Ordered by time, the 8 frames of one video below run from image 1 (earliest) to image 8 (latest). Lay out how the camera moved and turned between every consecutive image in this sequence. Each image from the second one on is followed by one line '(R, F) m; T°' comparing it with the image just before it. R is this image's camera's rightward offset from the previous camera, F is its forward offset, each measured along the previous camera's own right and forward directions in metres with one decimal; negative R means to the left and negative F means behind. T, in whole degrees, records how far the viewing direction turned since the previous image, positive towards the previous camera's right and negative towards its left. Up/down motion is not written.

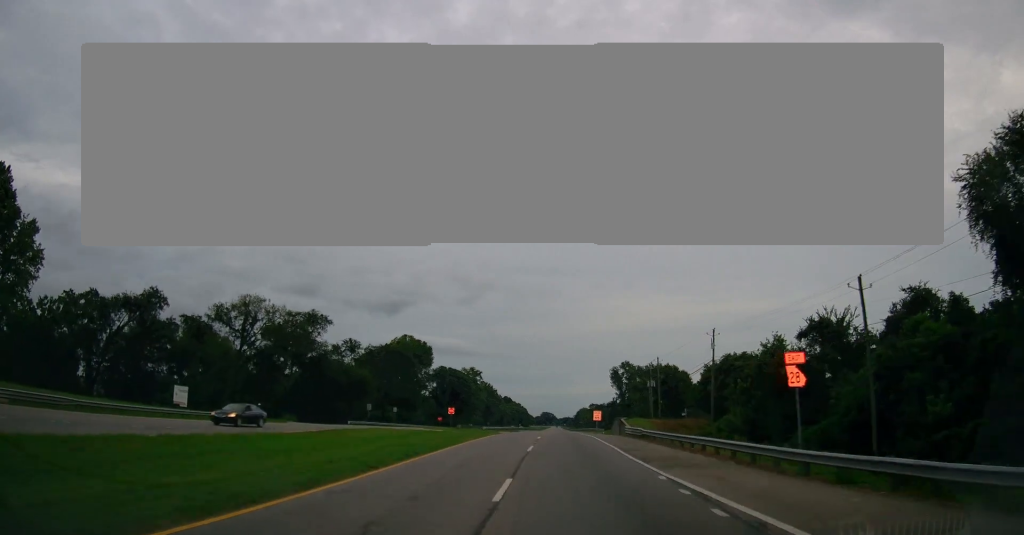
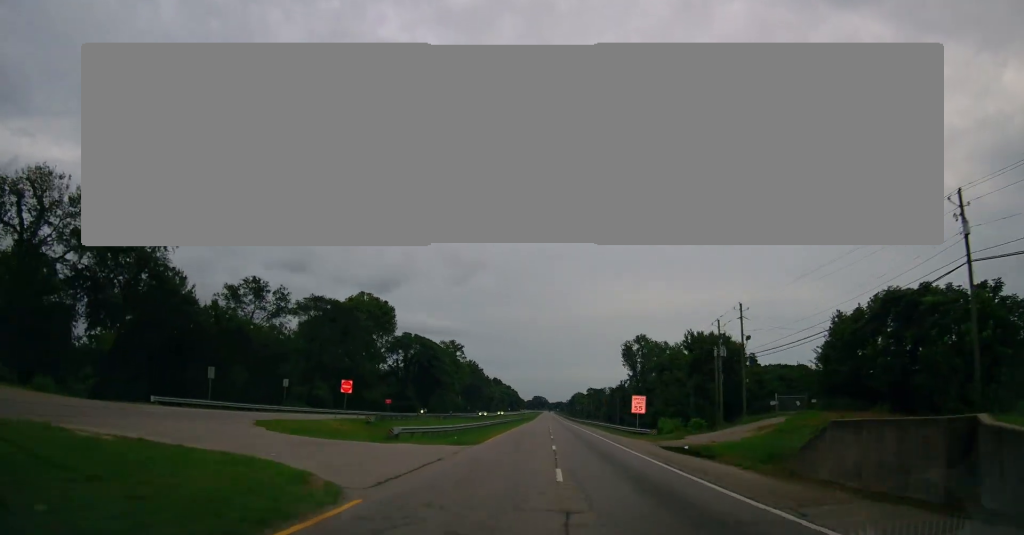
(+0.1, +43.0) m; 0°
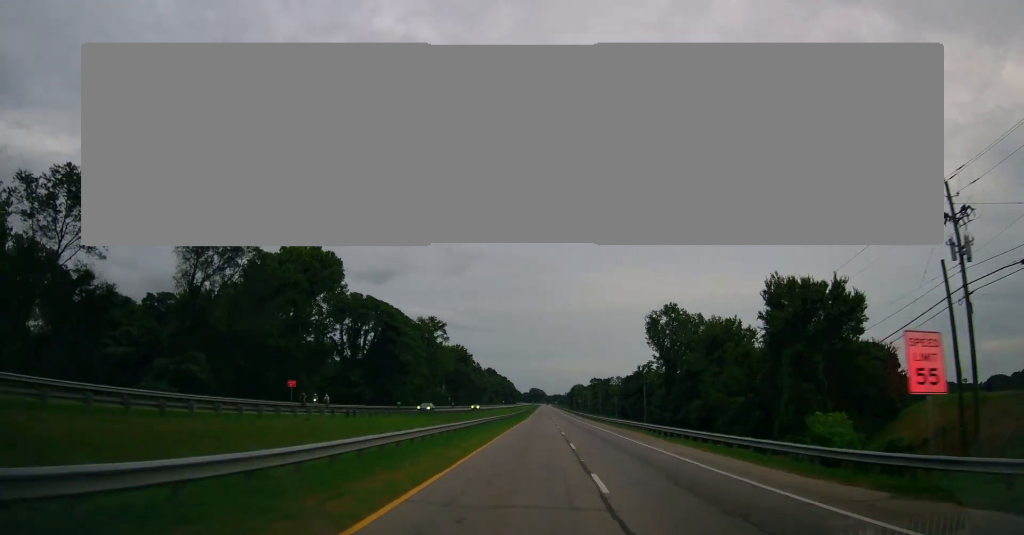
(+0.2, +38.3) m; +1°
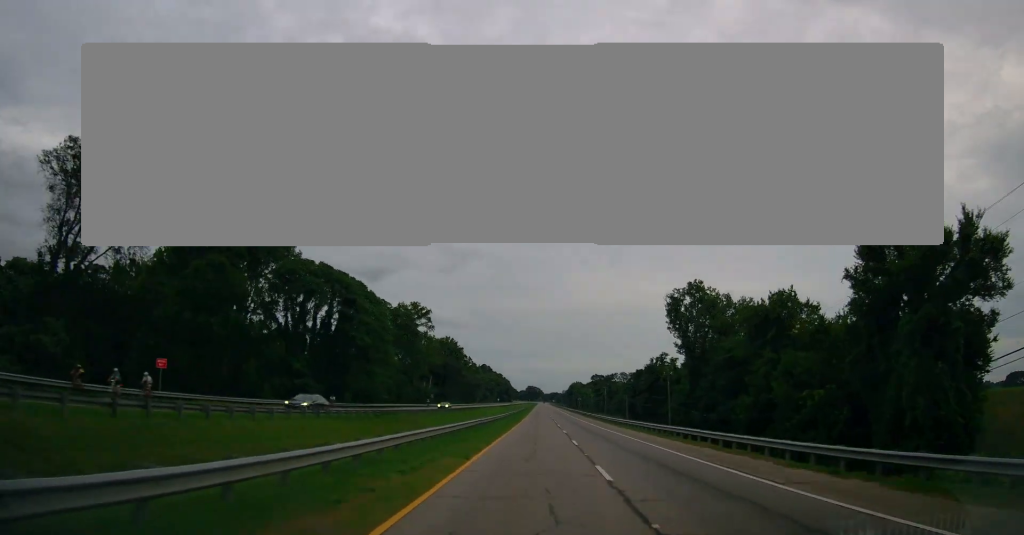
(0.0, +22.0) m; 0°
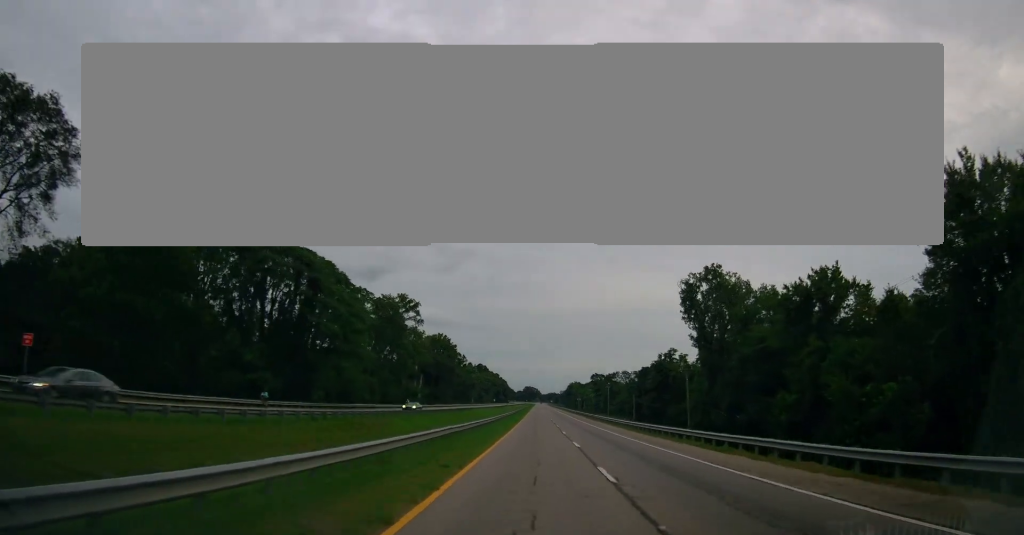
(0.0, +12.1) m; 0°
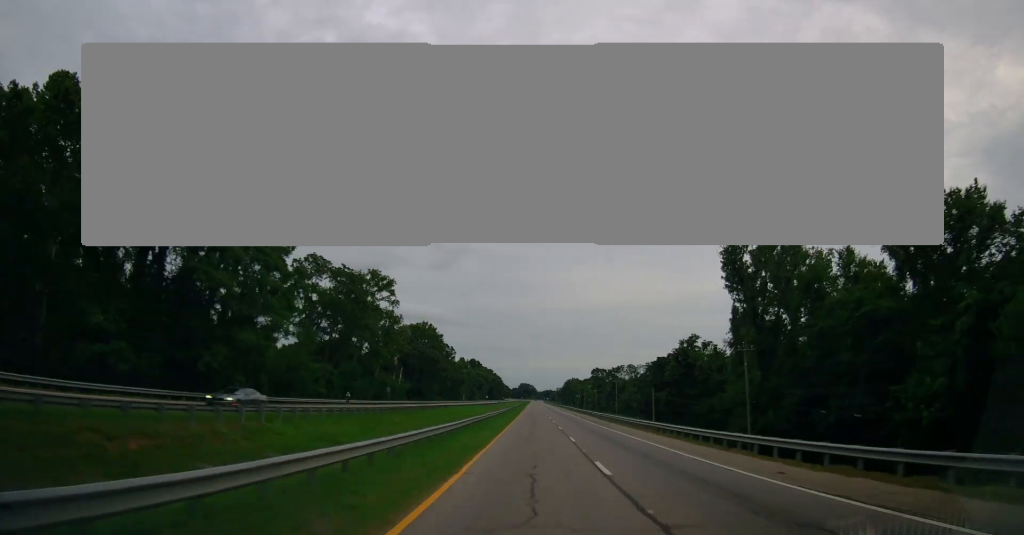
(+0.1, +23.0) m; 0°
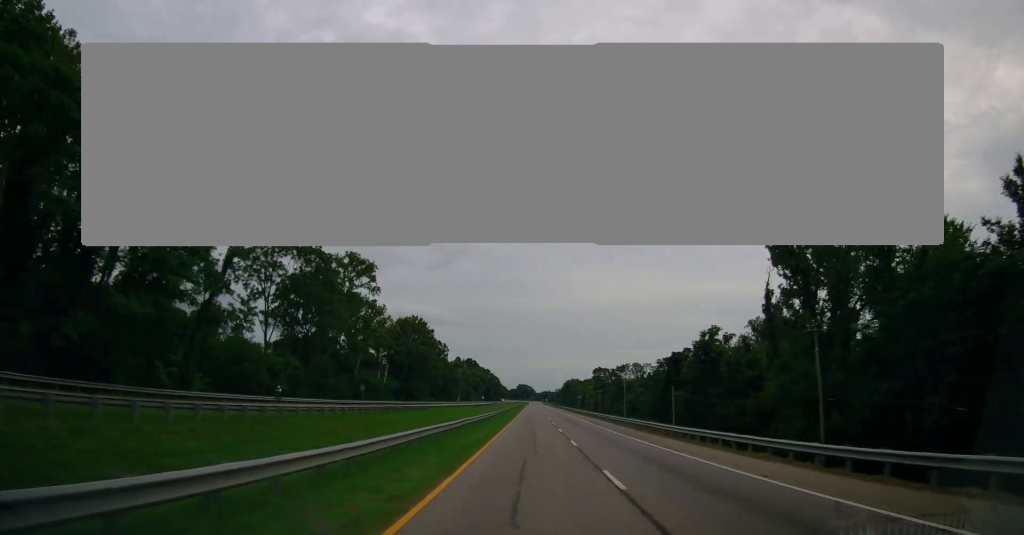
(-0.1, +14.8) m; 0°
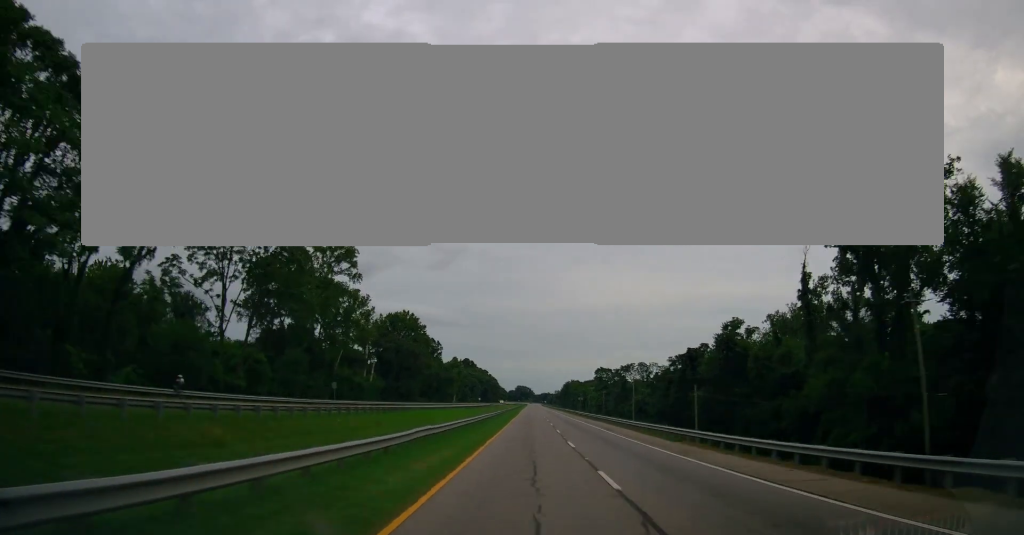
(0.0, +11.9) m; 0°
